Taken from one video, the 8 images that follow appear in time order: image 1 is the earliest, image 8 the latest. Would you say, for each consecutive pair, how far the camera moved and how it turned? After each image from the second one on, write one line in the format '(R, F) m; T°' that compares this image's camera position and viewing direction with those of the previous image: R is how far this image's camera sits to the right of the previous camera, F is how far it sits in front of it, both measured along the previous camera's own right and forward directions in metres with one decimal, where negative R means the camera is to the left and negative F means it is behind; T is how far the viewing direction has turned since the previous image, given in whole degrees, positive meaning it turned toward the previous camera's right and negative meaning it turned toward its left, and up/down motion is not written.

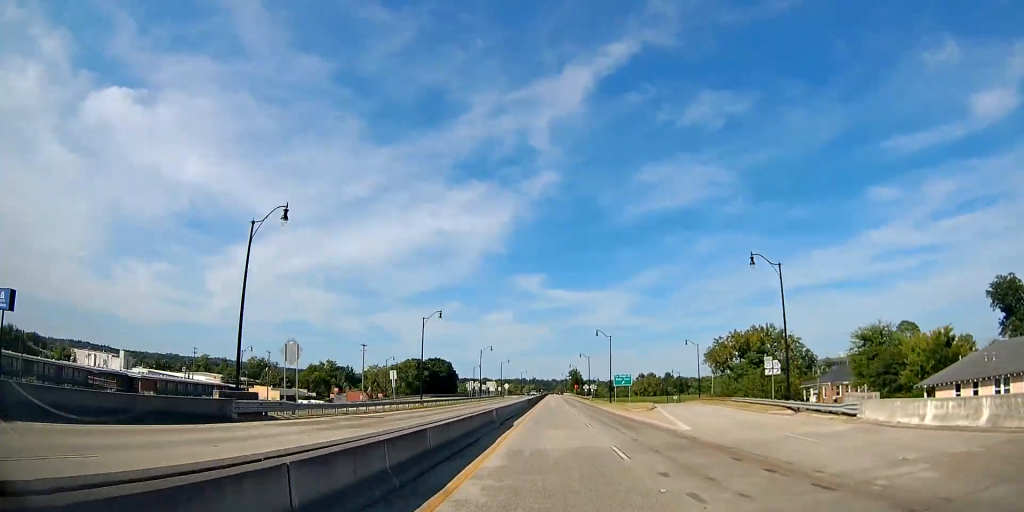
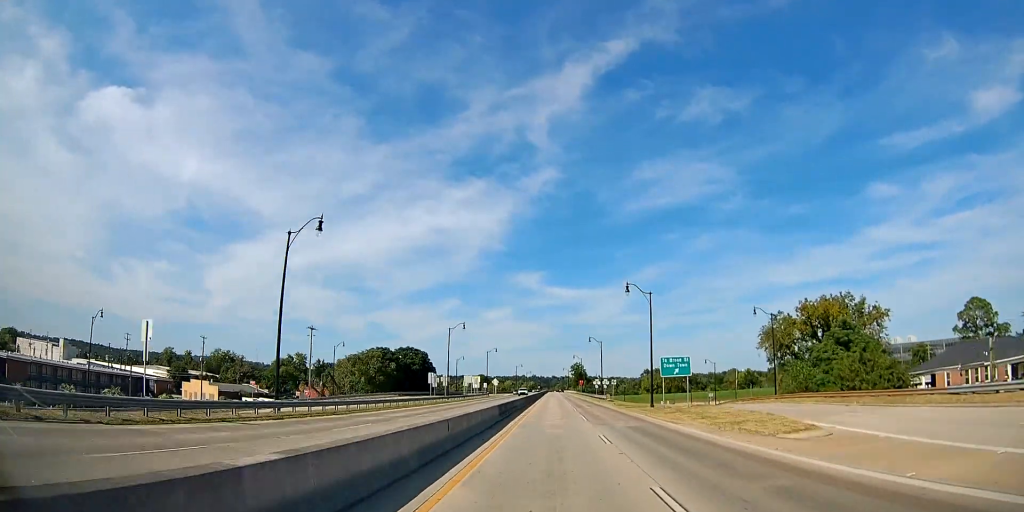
(+0.1, +32.6) m; 0°
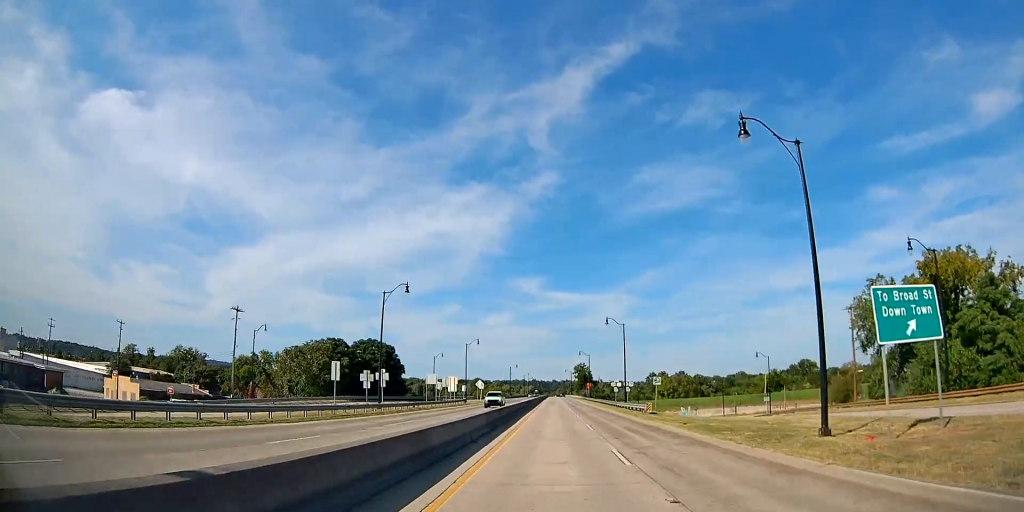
(0.0, +29.4) m; 0°
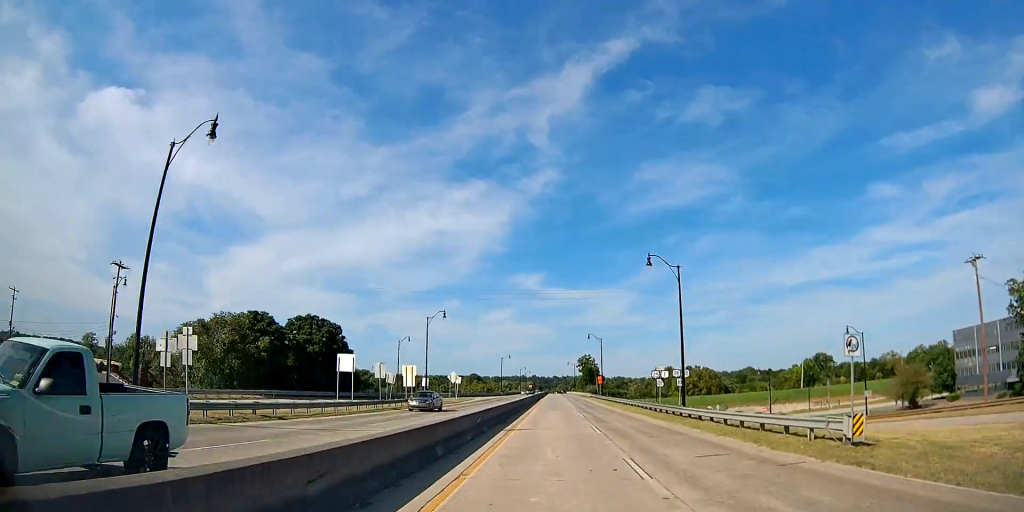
(0.0, +28.4) m; 0°
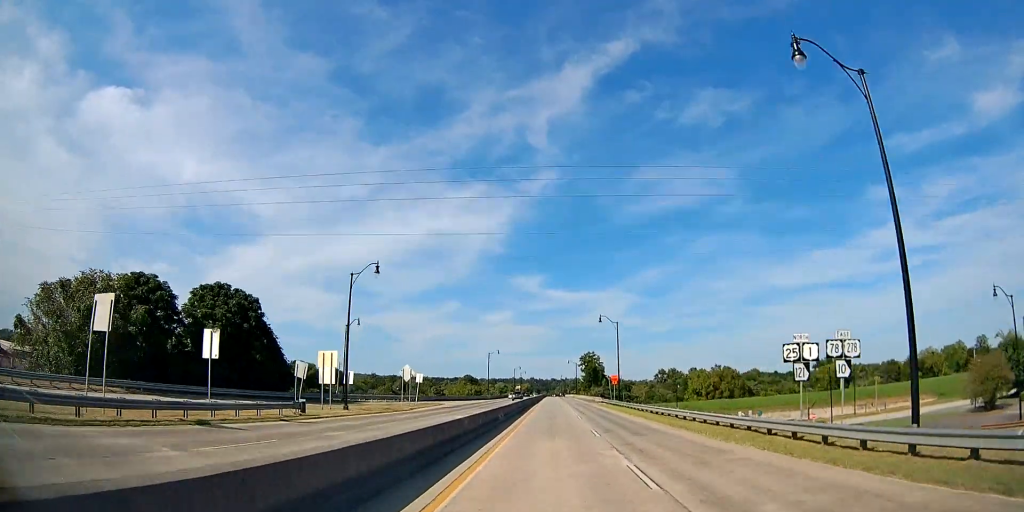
(-0.2, +24.0) m; 0°
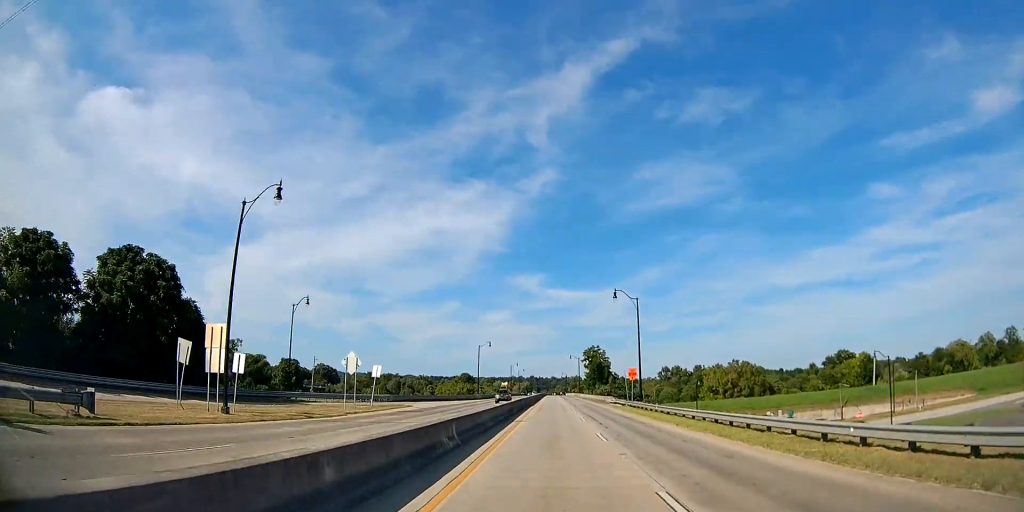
(+0.2, +15.3) m; 0°
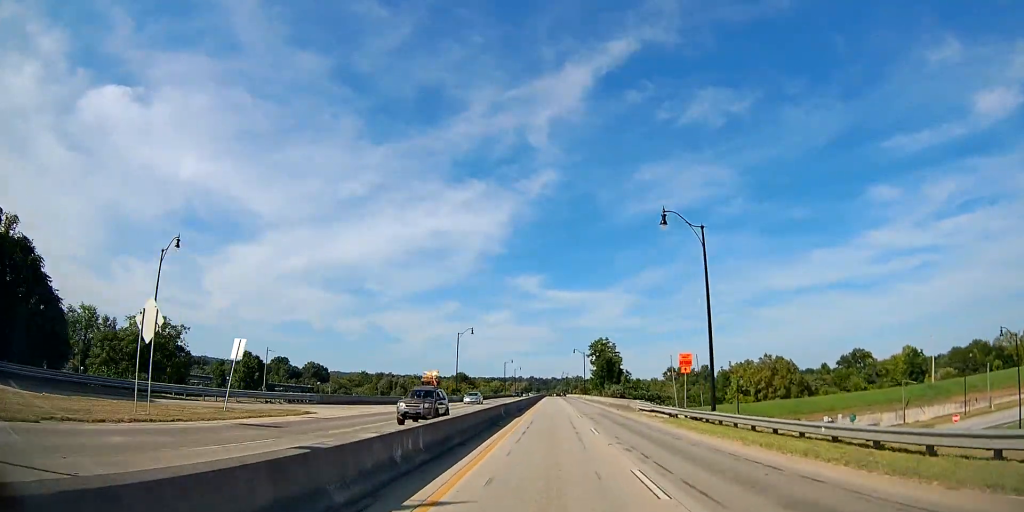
(+0.1, +21.8) m; 0°
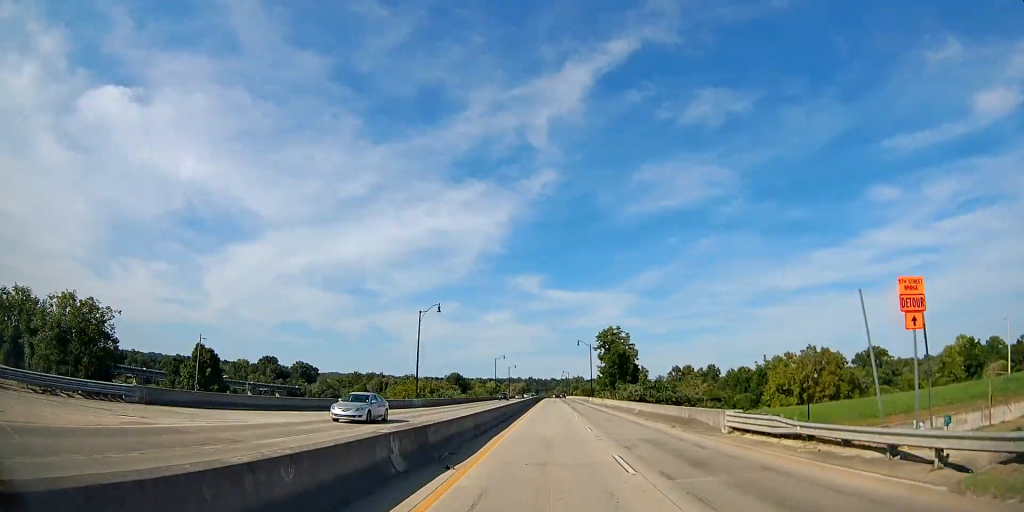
(-0.1, +21.8) m; 0°
